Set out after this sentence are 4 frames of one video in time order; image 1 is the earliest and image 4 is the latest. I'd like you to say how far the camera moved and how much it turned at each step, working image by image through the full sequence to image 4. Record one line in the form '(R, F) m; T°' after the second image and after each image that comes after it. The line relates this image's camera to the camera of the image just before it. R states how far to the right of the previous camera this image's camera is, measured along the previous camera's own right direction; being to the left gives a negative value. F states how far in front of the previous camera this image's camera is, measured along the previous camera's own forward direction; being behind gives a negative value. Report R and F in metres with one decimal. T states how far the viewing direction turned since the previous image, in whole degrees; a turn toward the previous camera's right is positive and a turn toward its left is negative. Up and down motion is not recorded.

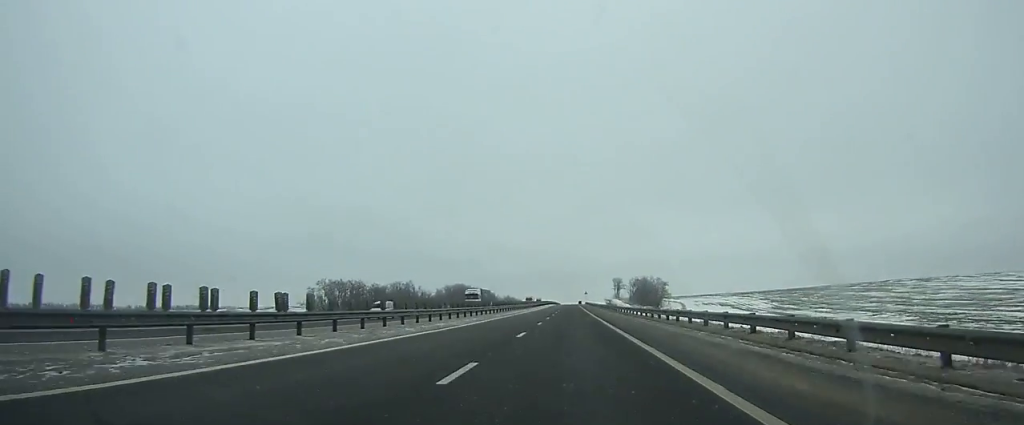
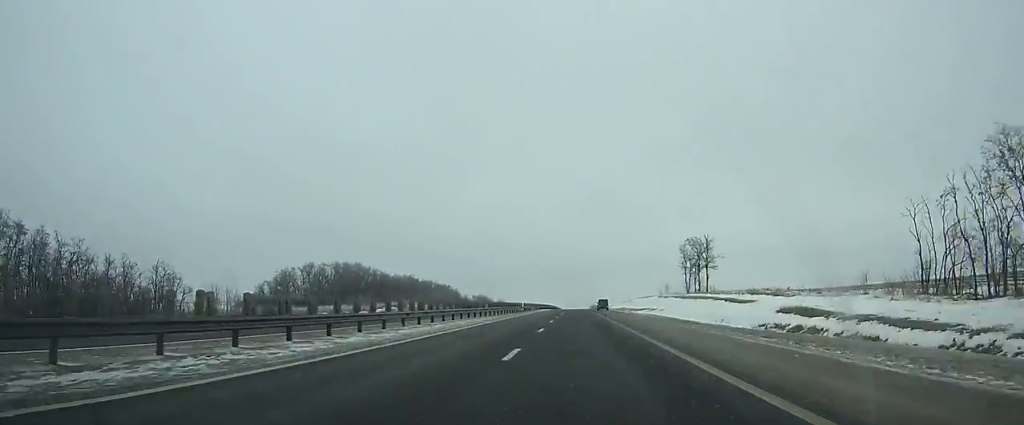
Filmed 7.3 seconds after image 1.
(-0.9, +213.0) m; 0°
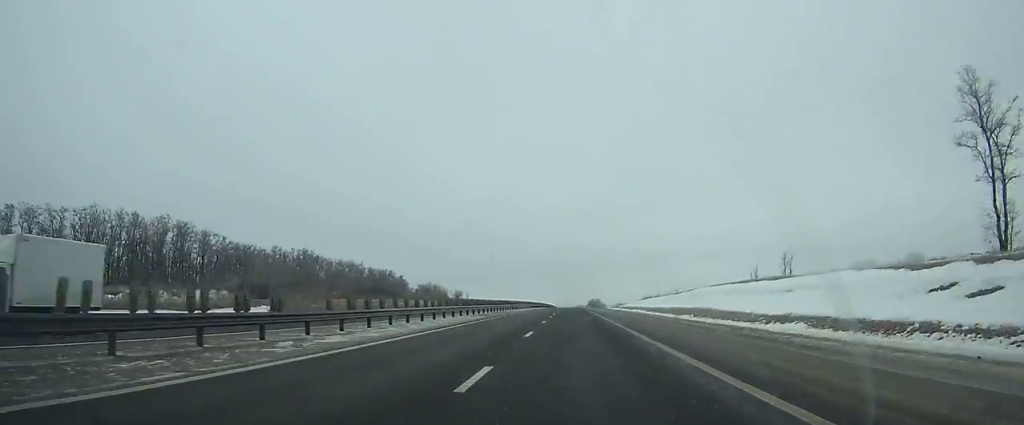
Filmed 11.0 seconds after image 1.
(+0.1, +101.8) m; 0°
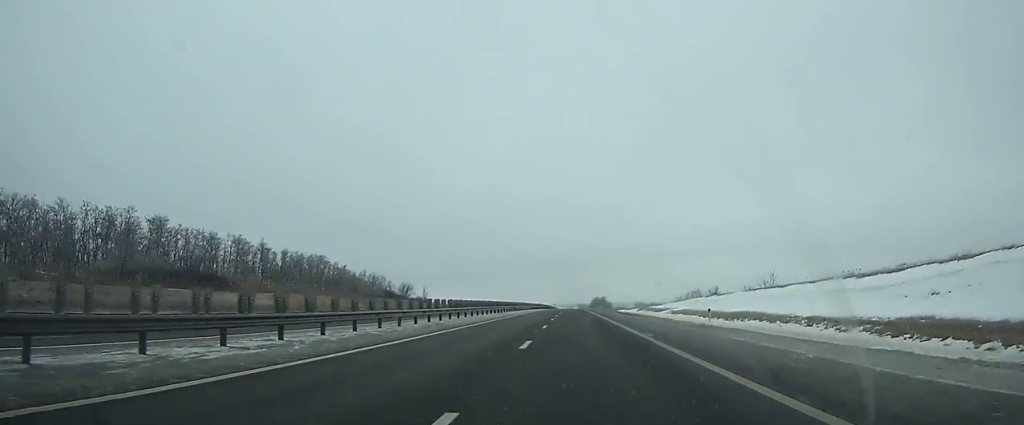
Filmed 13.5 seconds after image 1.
(0.0, +72.4) m; 0°
